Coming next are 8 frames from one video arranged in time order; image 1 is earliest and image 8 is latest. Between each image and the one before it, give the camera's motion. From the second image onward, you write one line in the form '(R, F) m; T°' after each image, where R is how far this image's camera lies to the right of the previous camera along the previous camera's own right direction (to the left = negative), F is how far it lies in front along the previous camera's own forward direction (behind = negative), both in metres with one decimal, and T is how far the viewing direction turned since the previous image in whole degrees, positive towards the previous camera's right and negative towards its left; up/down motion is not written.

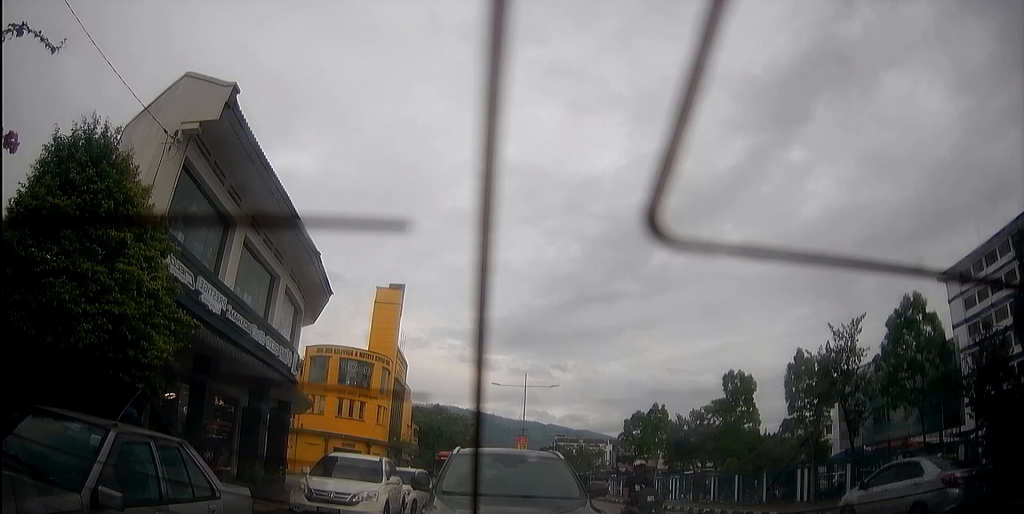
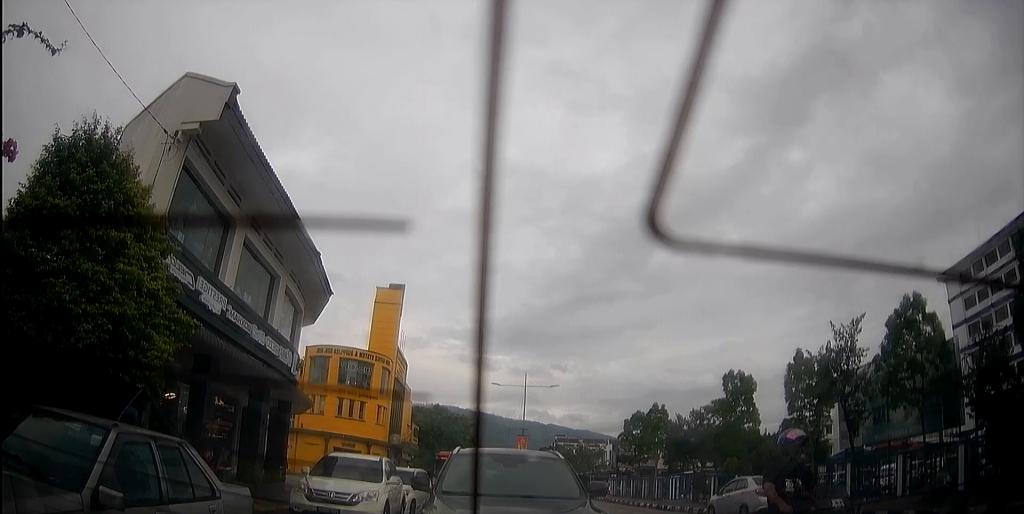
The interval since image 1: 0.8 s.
(0.0, +0.1) m; 0°
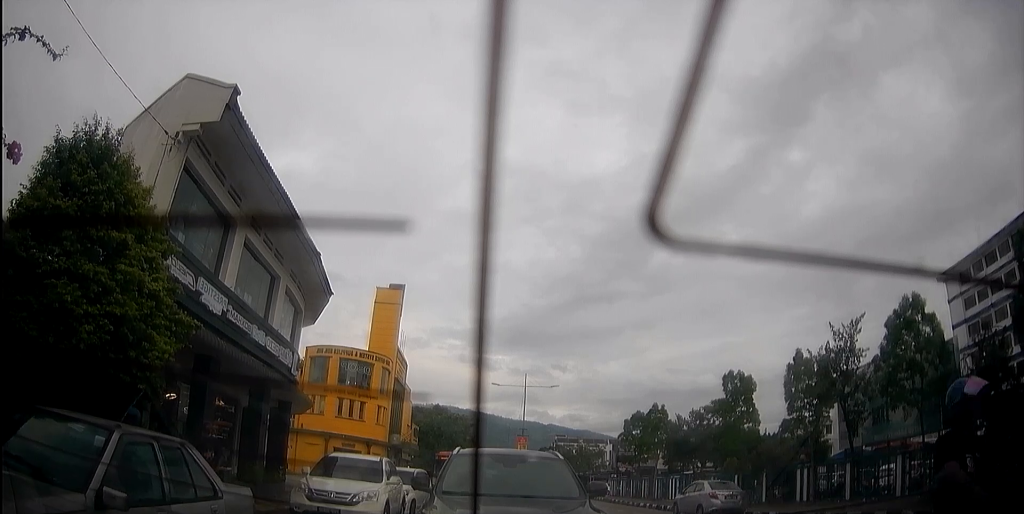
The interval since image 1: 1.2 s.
(0.0, +0.1) m; 0°
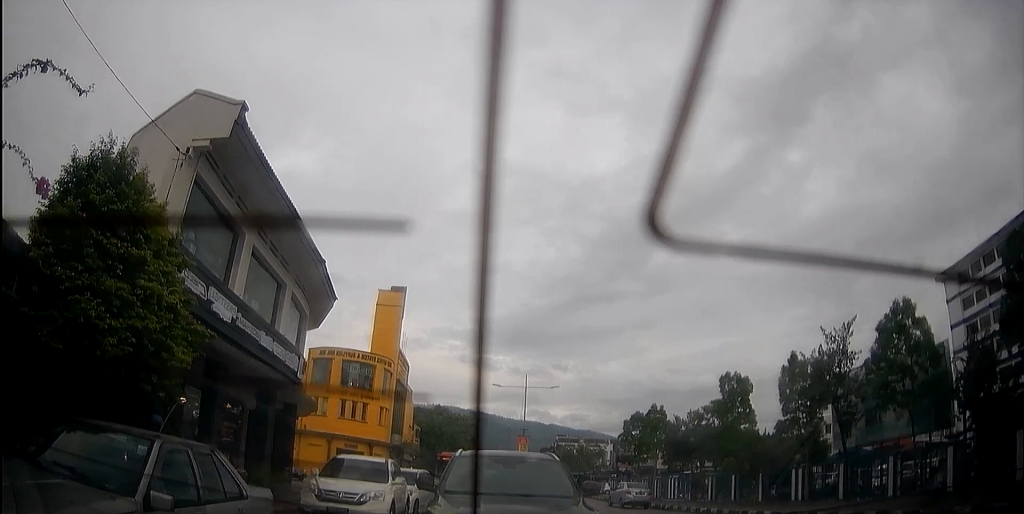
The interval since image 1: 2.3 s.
(0.0, +0.4) m; 0°
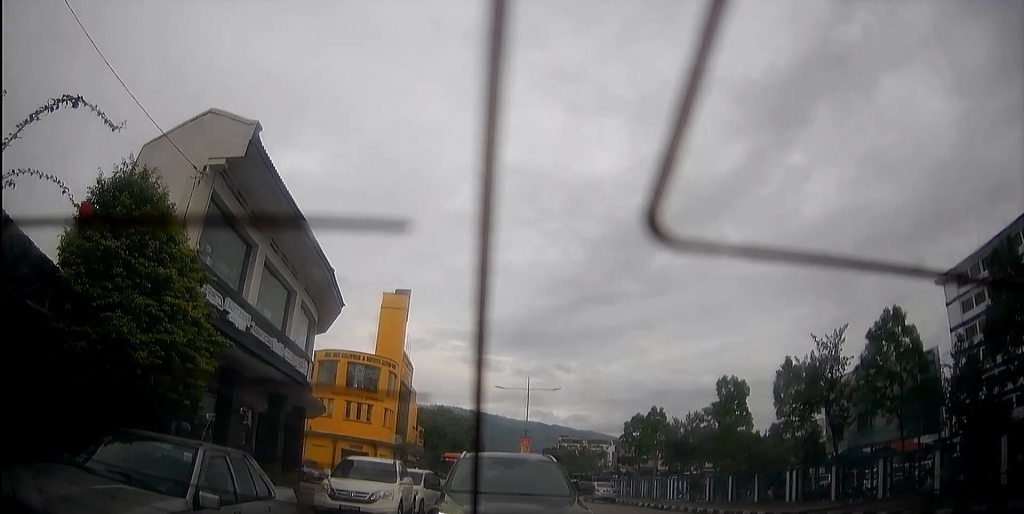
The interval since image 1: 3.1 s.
(0.0, +0.6) m; 0°
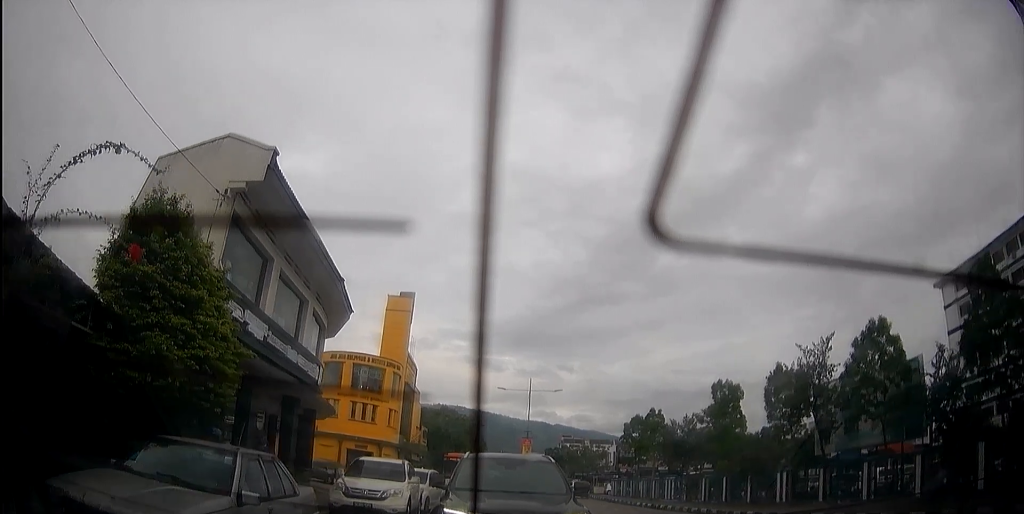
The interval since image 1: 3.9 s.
(+0.1, +1.0) m; 0°
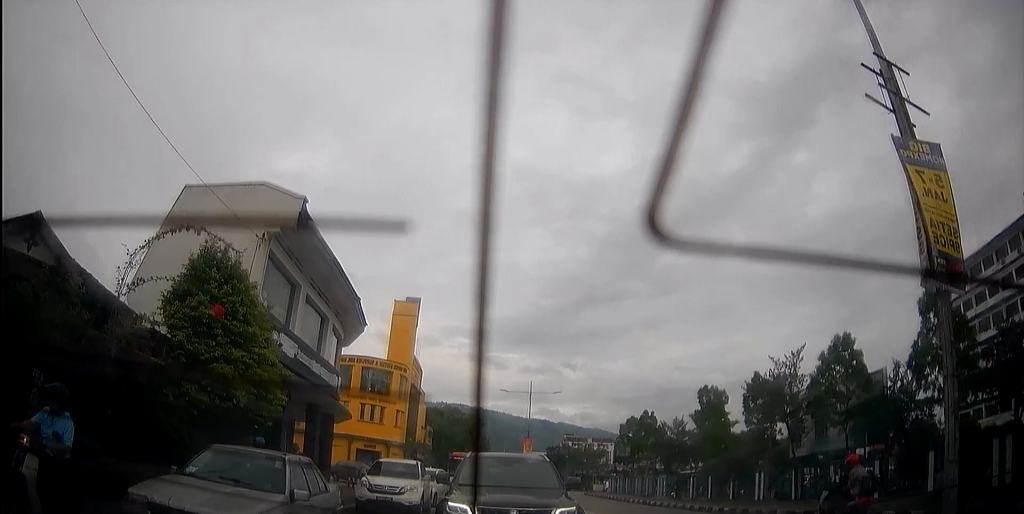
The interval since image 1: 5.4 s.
(0.0, +2.4) m; 0°
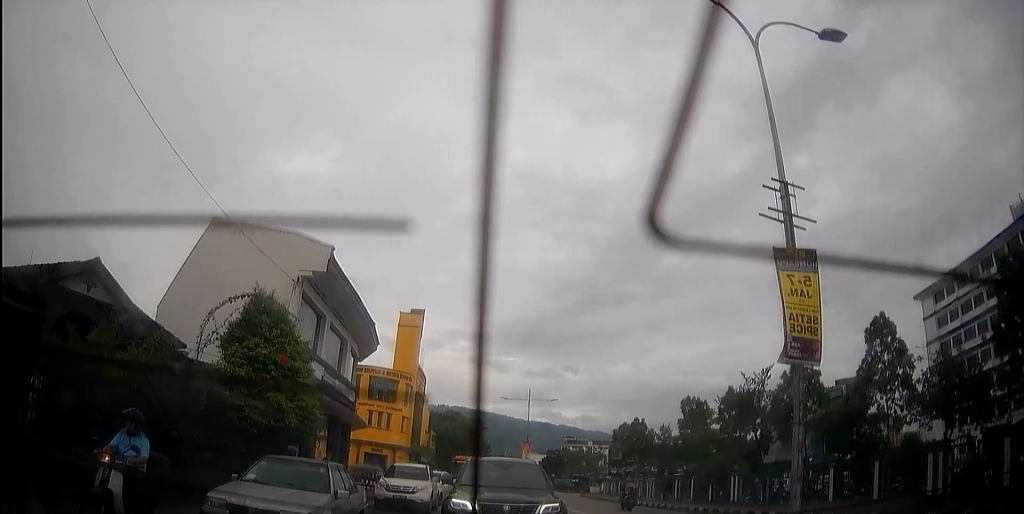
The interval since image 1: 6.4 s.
(0.0, +2.8) m; +1°
